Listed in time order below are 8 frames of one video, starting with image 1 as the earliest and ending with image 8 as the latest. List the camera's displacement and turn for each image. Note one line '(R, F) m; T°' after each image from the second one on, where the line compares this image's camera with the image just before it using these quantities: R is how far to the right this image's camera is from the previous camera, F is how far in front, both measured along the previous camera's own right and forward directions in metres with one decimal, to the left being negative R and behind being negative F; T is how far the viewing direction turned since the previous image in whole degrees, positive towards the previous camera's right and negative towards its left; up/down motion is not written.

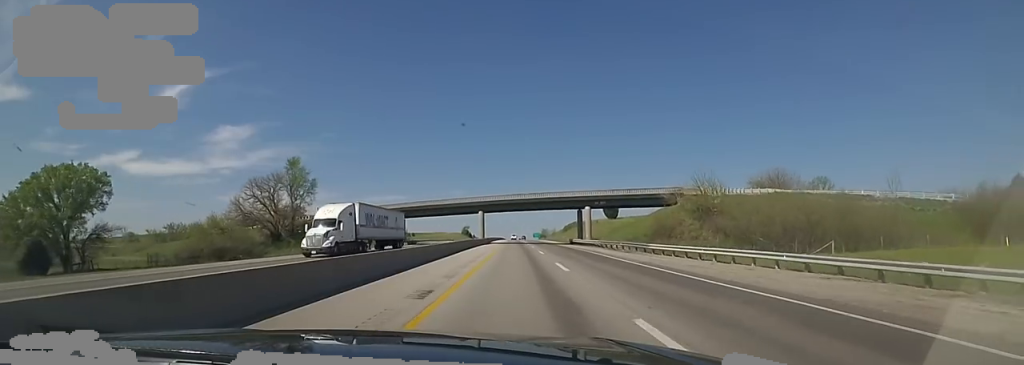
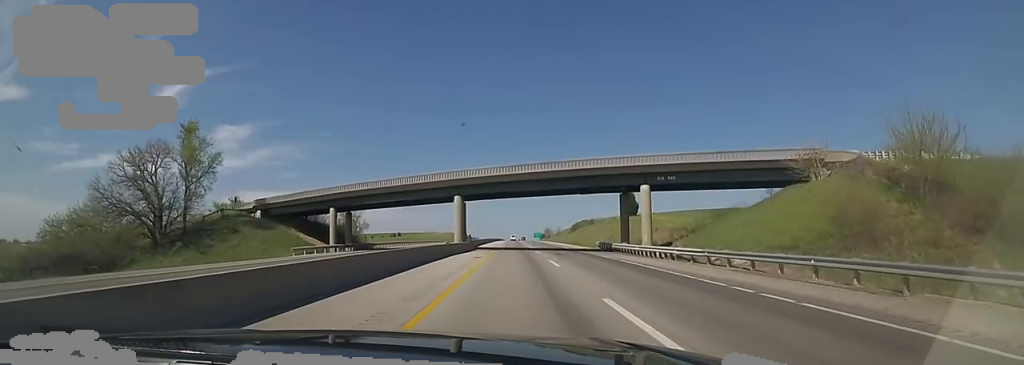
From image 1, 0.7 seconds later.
(0.0, +27.6) m; 0°
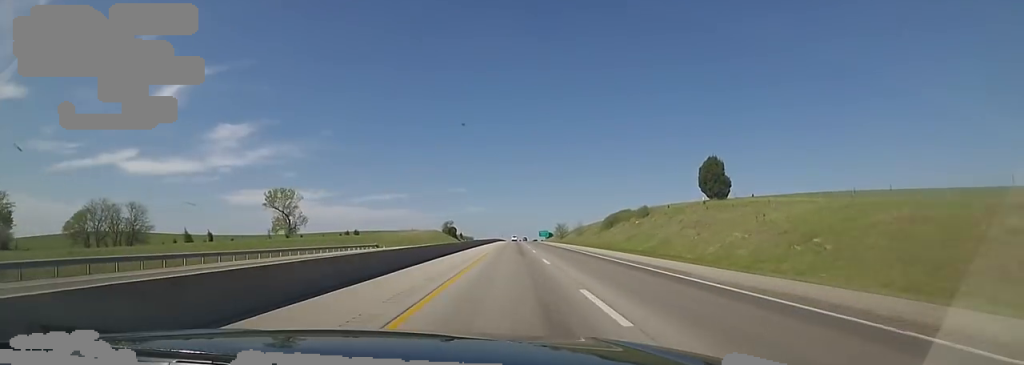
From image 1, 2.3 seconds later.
(+0.4, +59.0) m; 0°
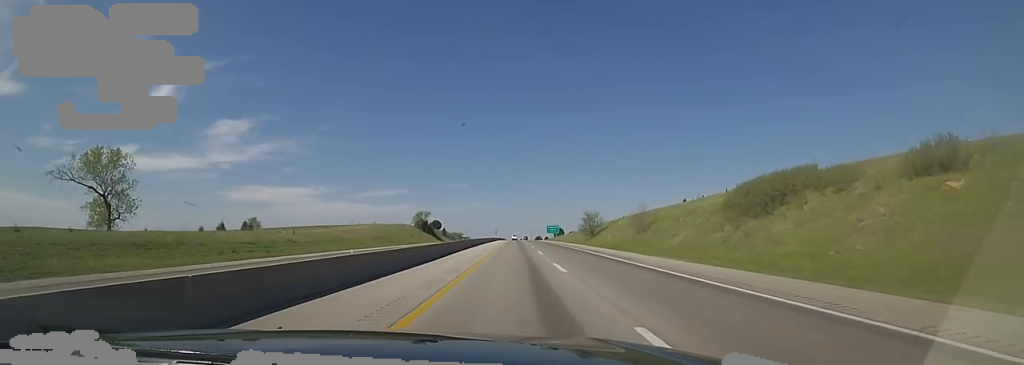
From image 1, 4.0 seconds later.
(-0.3, +65.3) m; 0°
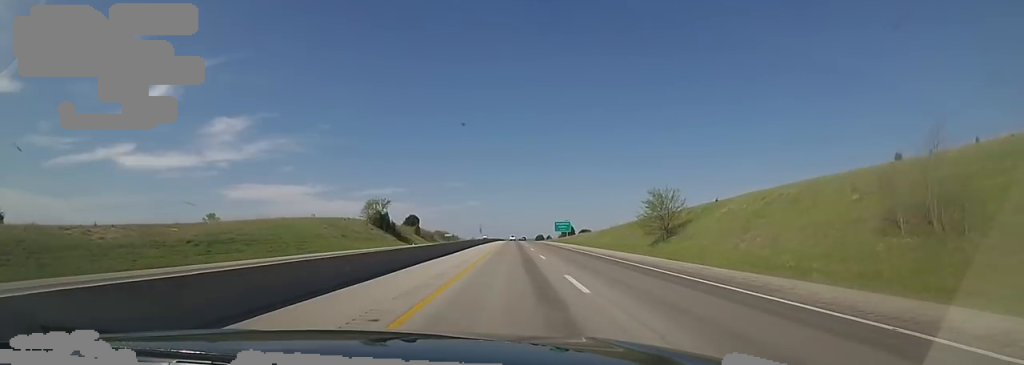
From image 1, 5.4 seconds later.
(-0.9, +51.5) m; 0°
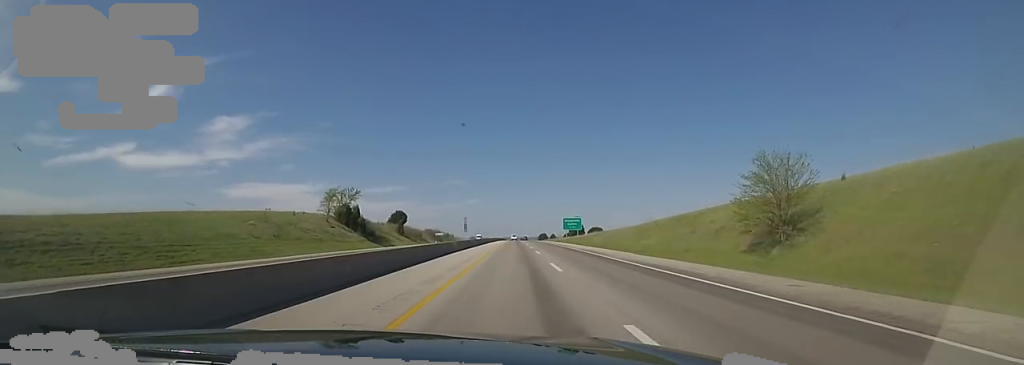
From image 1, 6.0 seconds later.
(+0.9, +23.8) m; 0°
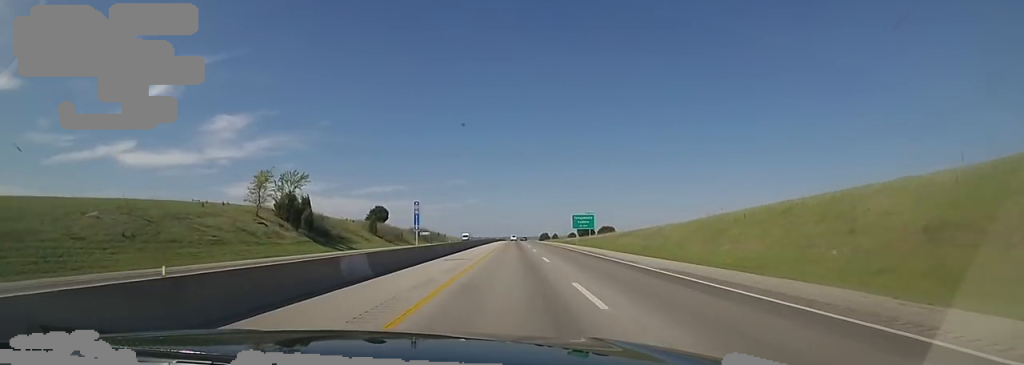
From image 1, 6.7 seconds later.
(0.0, +23.8) m; 0°
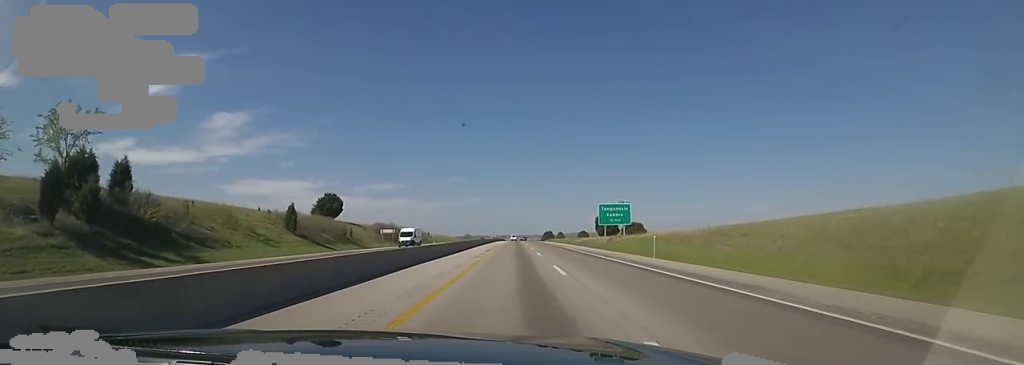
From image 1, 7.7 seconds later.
(-0.6, +37.3) m; 0°
